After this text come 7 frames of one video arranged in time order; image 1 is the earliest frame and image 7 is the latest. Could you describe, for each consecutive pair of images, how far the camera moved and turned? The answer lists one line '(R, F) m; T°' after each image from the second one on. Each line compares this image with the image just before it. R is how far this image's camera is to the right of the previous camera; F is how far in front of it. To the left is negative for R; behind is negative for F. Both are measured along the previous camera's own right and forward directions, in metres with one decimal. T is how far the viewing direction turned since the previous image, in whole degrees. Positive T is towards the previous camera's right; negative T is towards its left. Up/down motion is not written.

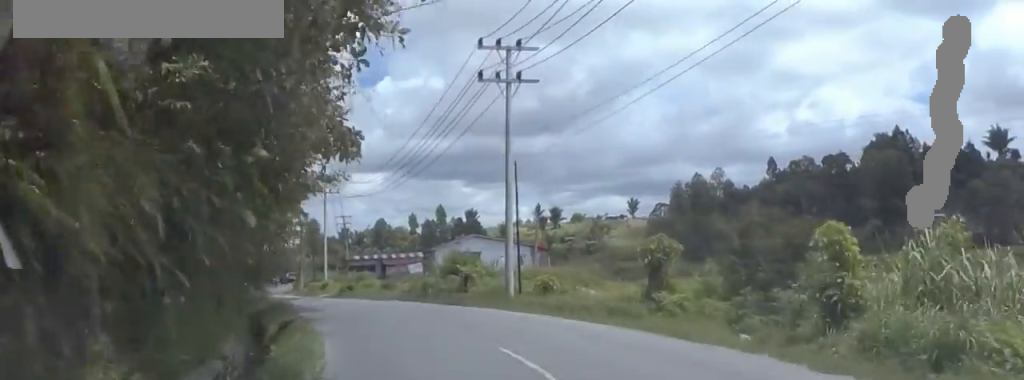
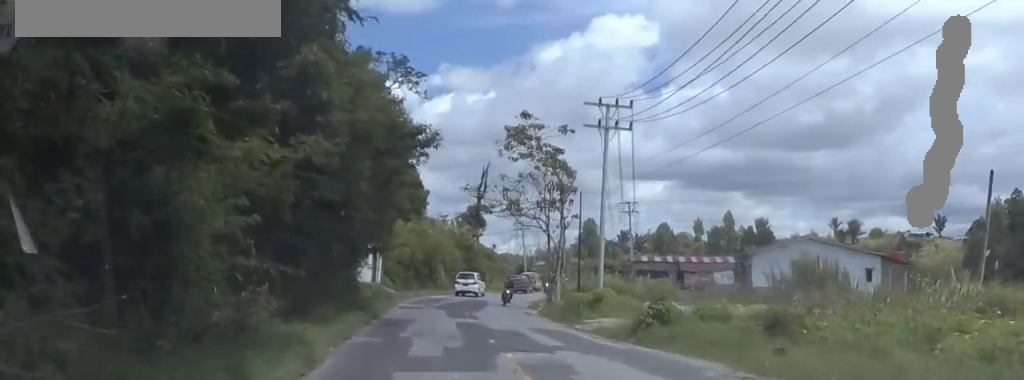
(-4.1, +39.2) m; -8°
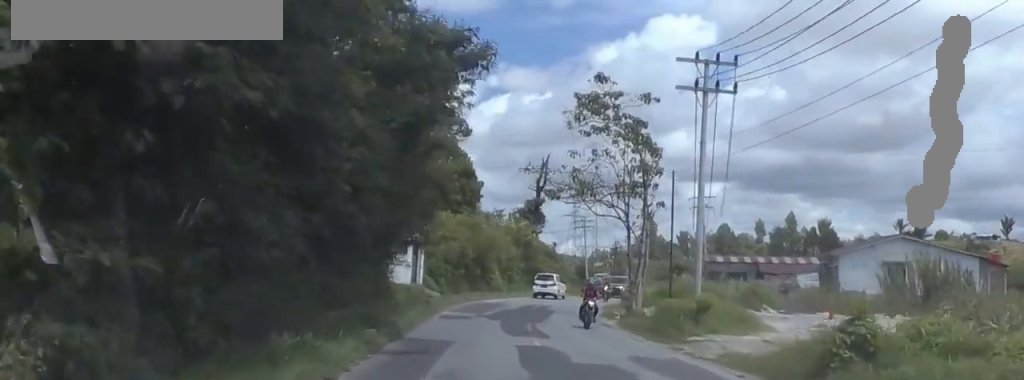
(-0.4, +9.7) m; -3°
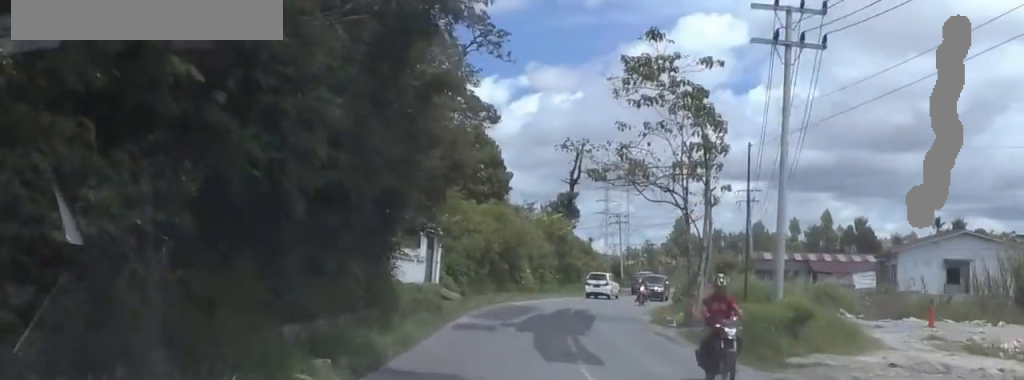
(0.0, +7.3) m; -2°
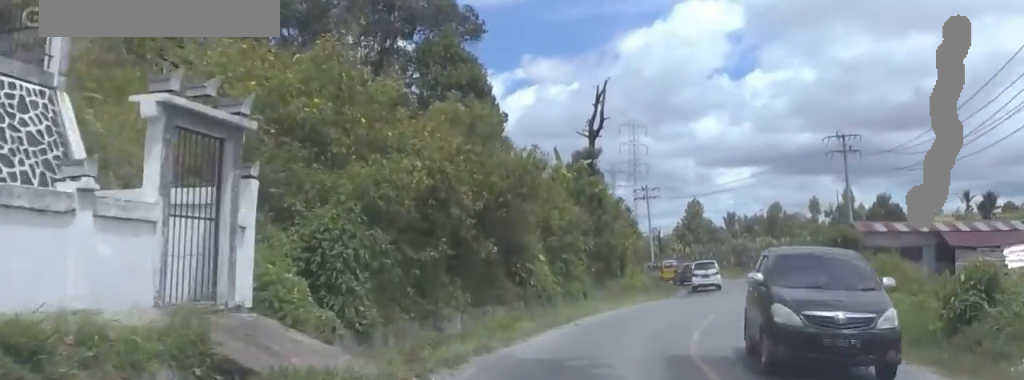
(-0.1, +27.6) m; +2°
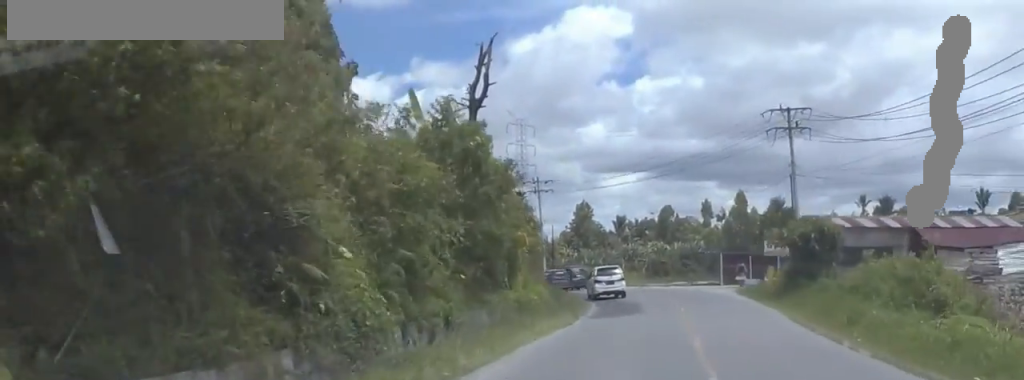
(+0.1, +14.0) m; +5°
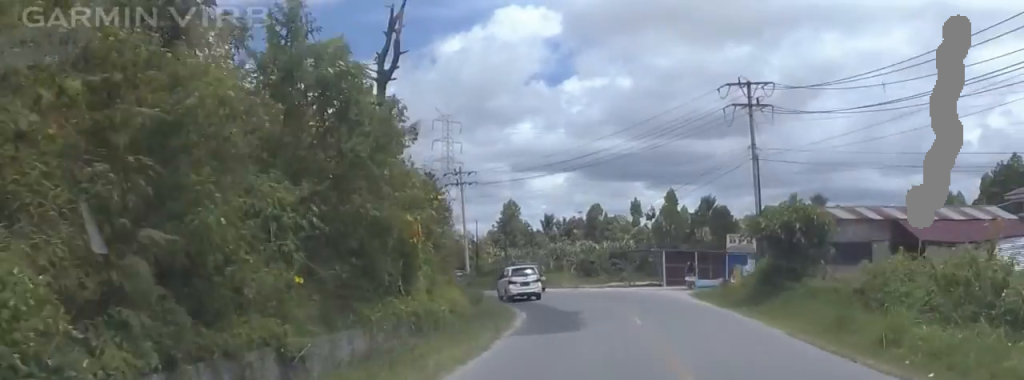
(+0.5, +7.6) m; 0°
